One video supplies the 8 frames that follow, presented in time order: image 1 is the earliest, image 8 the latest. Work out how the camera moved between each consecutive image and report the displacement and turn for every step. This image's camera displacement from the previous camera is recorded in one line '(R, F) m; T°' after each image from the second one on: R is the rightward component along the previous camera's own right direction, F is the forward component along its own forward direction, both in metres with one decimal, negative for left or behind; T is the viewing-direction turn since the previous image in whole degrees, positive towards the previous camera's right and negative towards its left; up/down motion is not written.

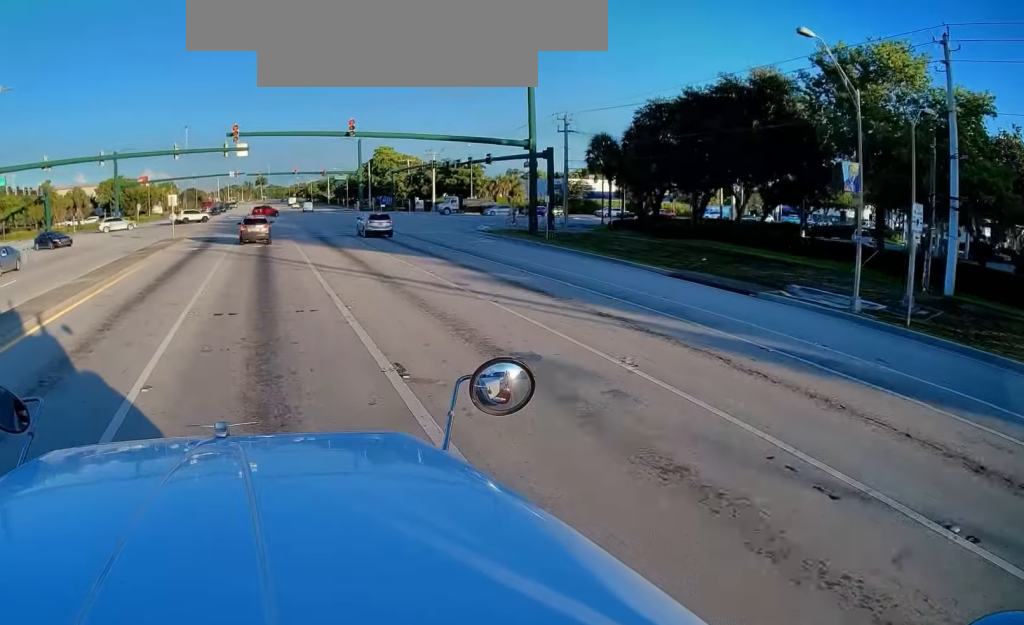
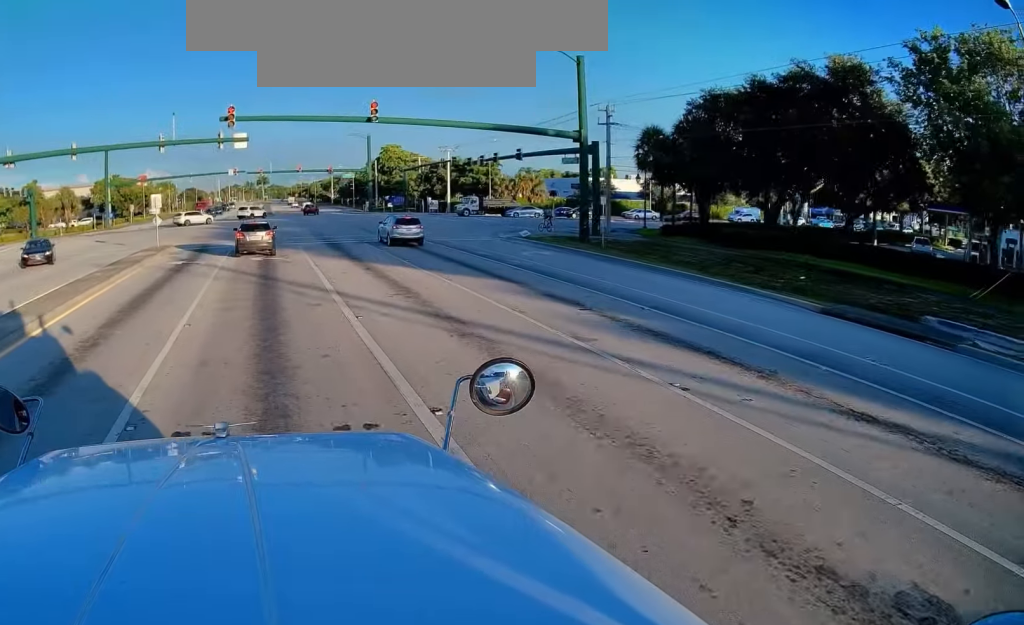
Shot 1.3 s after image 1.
(-0.1, +7.3) m; -1°
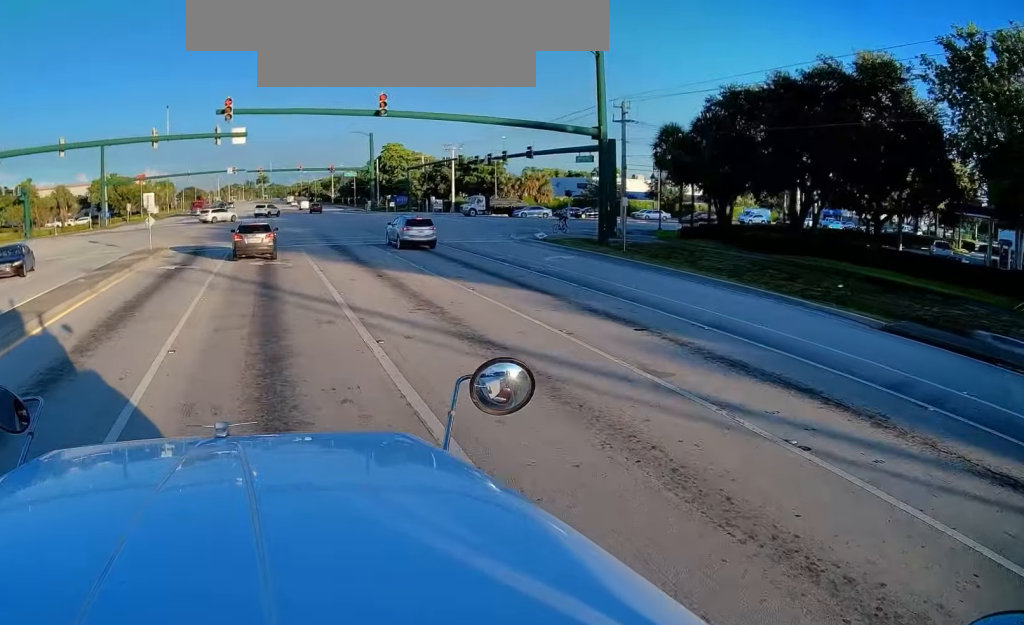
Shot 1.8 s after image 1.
(-0.1, +2.5) m; 0°
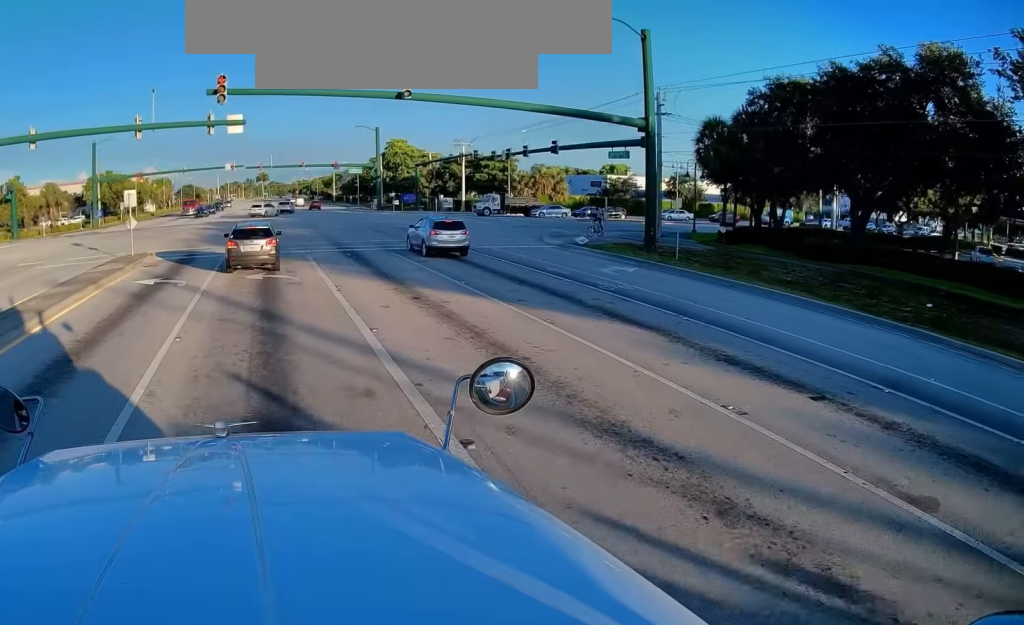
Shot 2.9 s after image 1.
(+0.2, +4.8) m; 0°
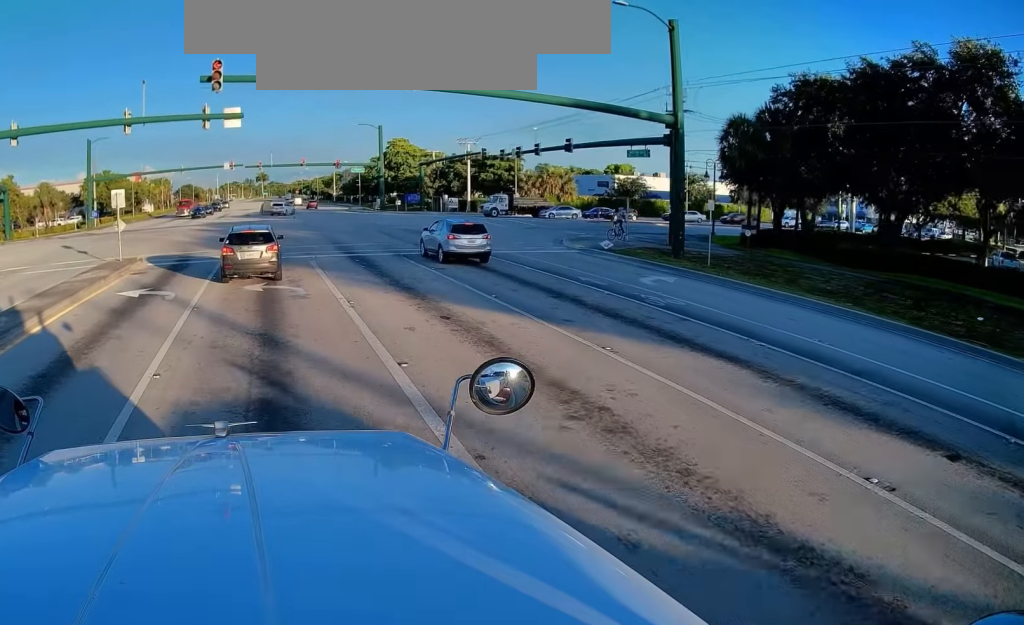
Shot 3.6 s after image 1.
(-0.1, +2.4) m; -2°
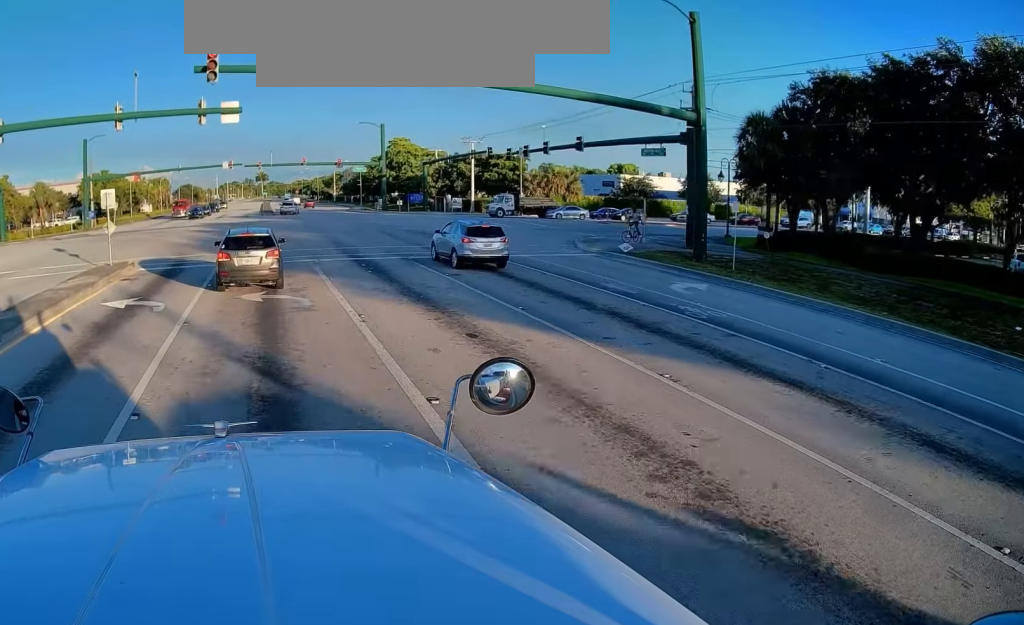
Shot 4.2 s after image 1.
(0.0, +1.7) m; 0°
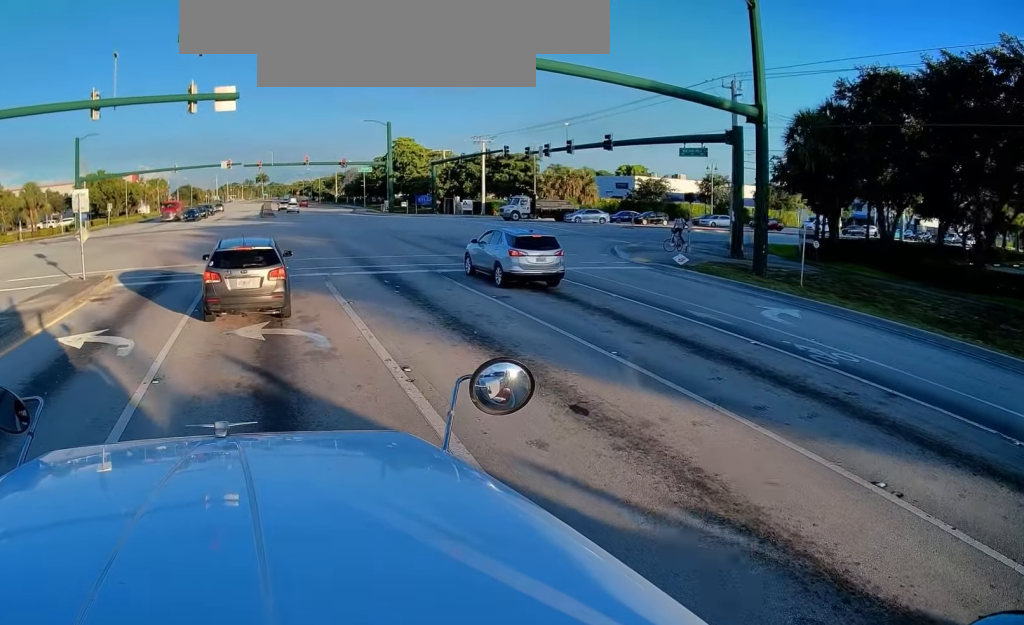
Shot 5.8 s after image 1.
(0.0, +3.7) m; 0°
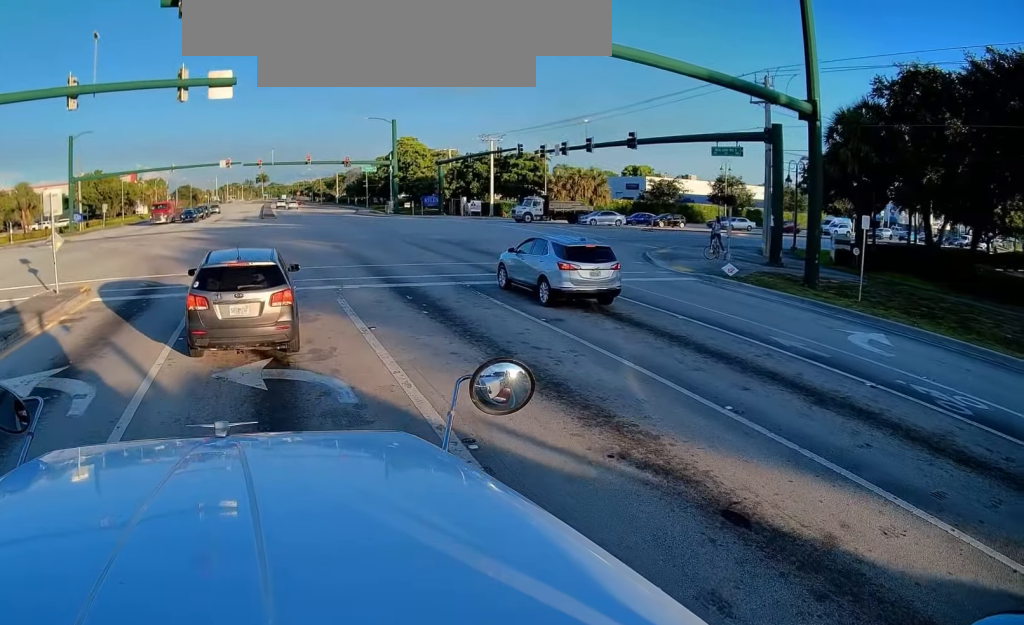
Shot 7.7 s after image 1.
(+0.4, +2.5) m; 0°
